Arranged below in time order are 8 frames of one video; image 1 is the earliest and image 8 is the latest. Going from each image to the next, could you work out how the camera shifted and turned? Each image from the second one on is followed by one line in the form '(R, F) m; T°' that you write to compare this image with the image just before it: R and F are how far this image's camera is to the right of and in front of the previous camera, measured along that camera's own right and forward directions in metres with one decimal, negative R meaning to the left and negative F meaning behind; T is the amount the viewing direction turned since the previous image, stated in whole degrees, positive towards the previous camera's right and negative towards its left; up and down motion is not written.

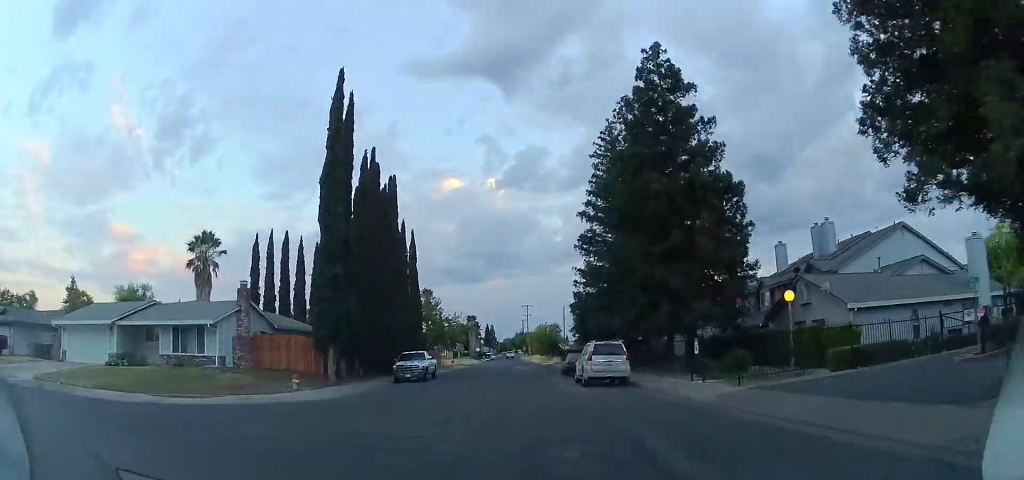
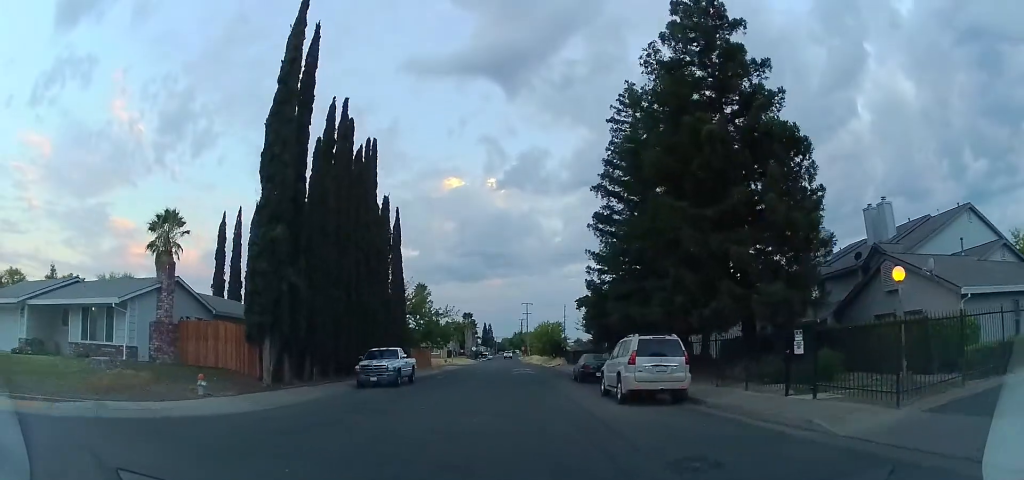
(0.0, +7.4) m; 0°
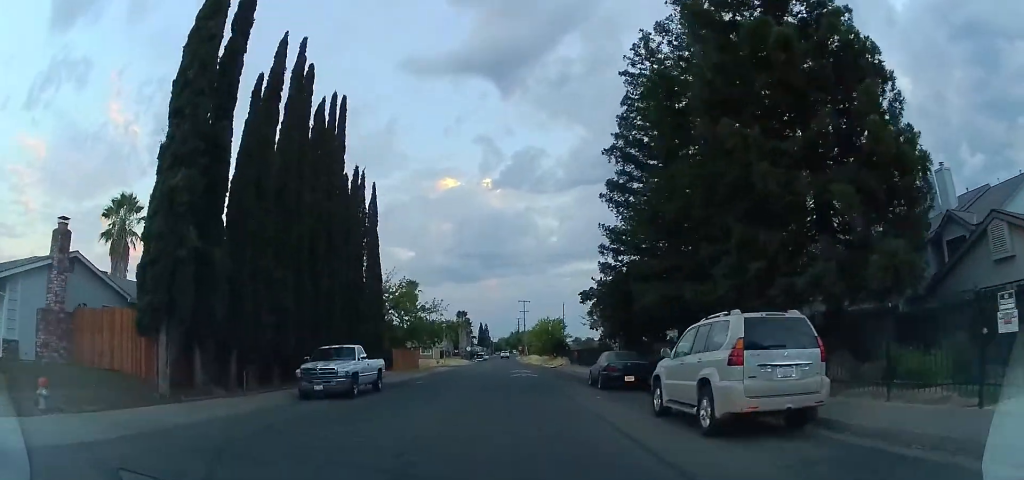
(0.0, +6.5) m; 0°
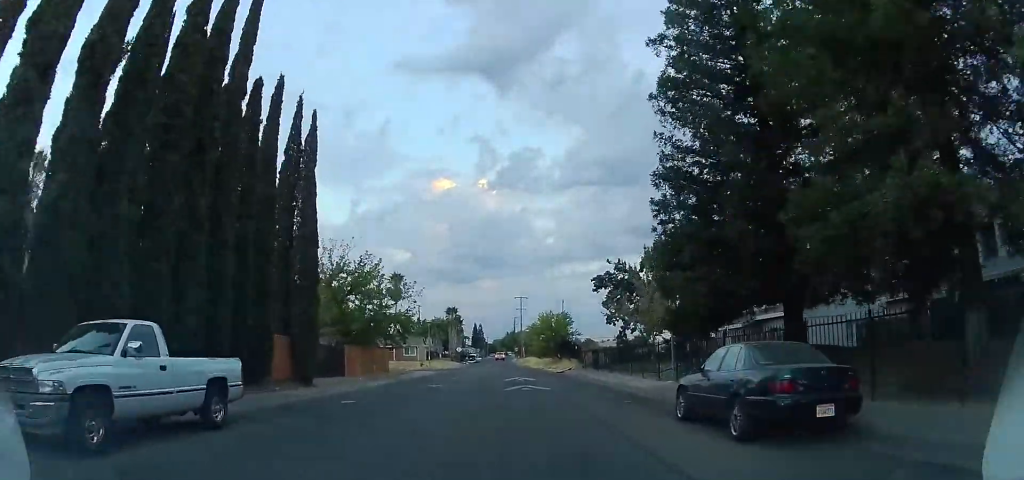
(0.0, +11.8) m; 0°
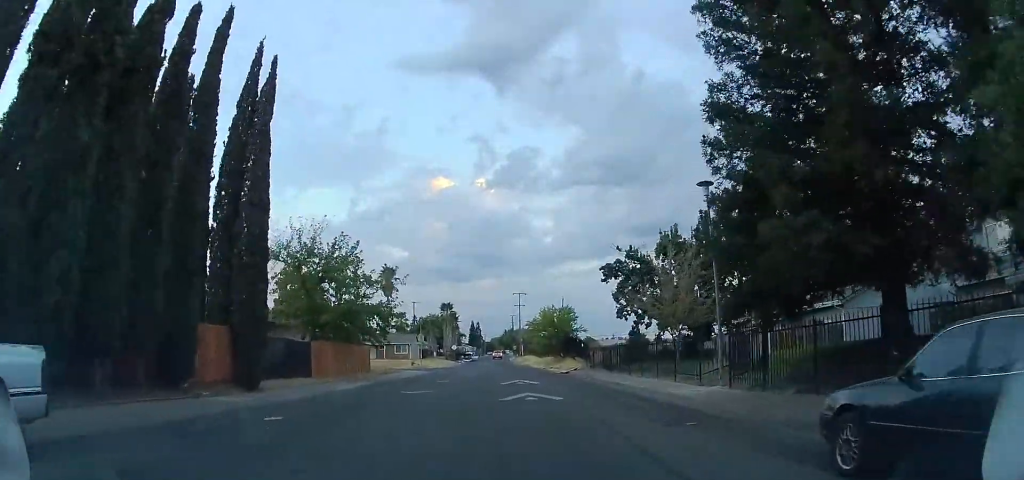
(0.0, +5.5) m; 0°
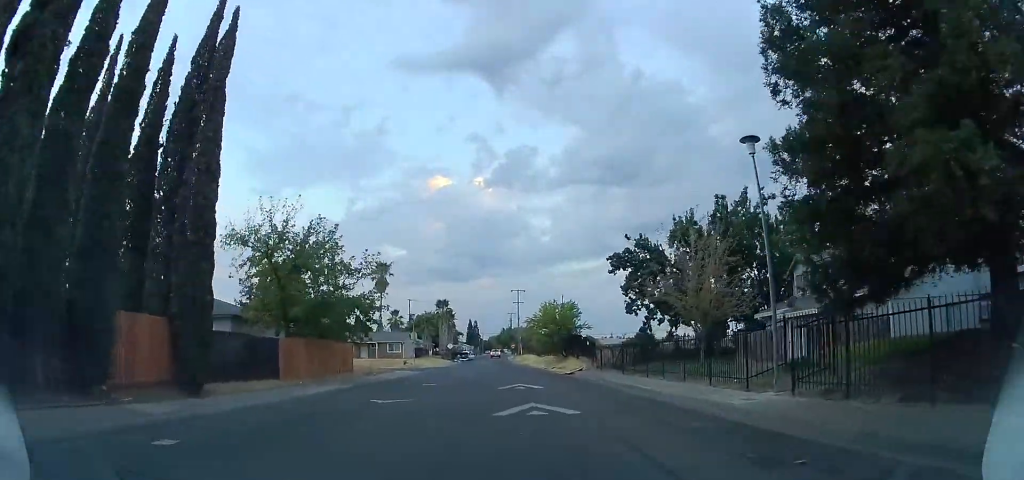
(0.0, +4.0) m; +1°
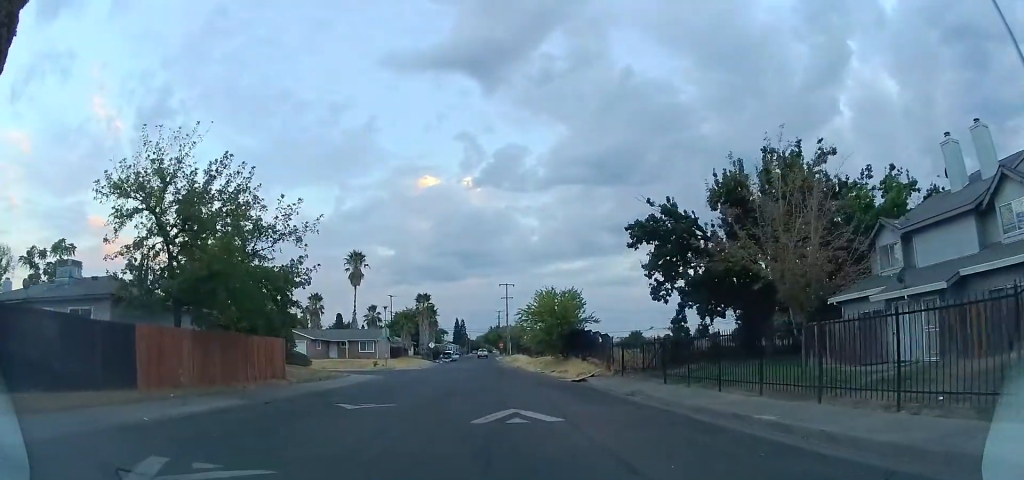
(+0.5, +11.4) m; +3°
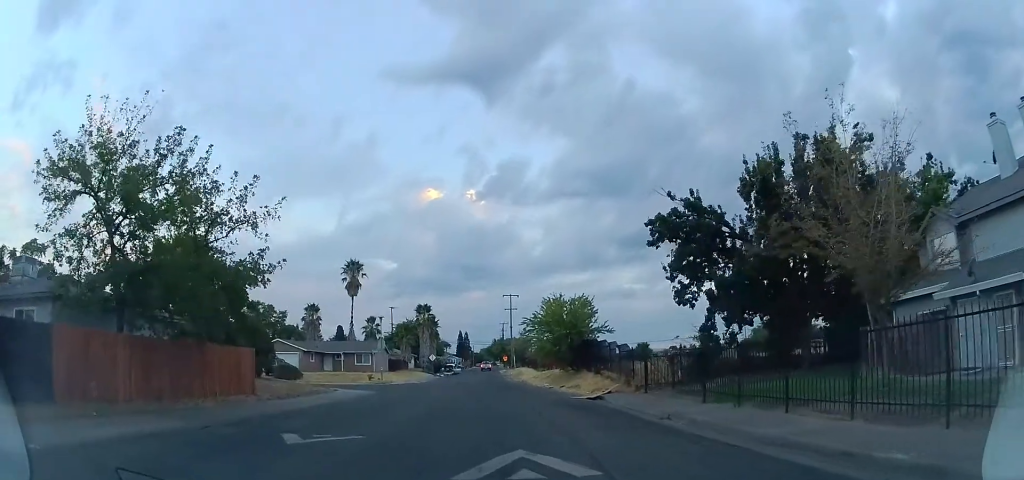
(-0.2, +4.4) m; -3°
